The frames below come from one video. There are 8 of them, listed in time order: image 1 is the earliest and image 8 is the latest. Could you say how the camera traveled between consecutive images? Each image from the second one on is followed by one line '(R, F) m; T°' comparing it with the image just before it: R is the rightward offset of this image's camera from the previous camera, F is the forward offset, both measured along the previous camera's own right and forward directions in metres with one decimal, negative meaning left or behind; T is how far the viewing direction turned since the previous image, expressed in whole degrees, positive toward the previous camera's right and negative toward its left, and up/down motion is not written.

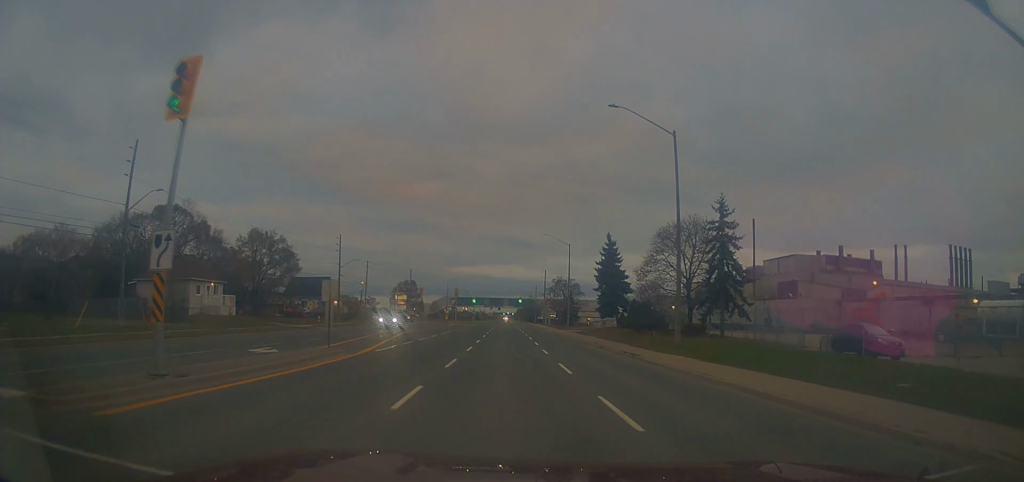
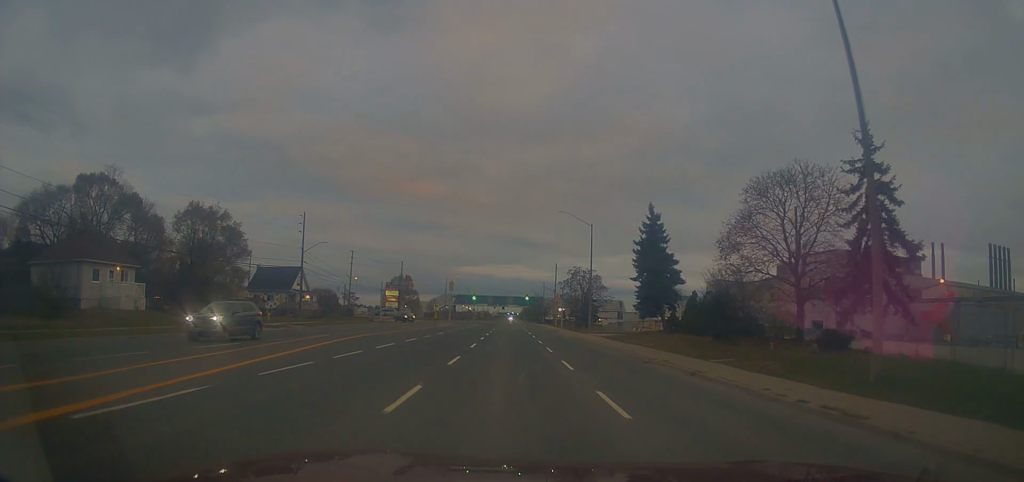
(0.0, +17.2) m; 0°
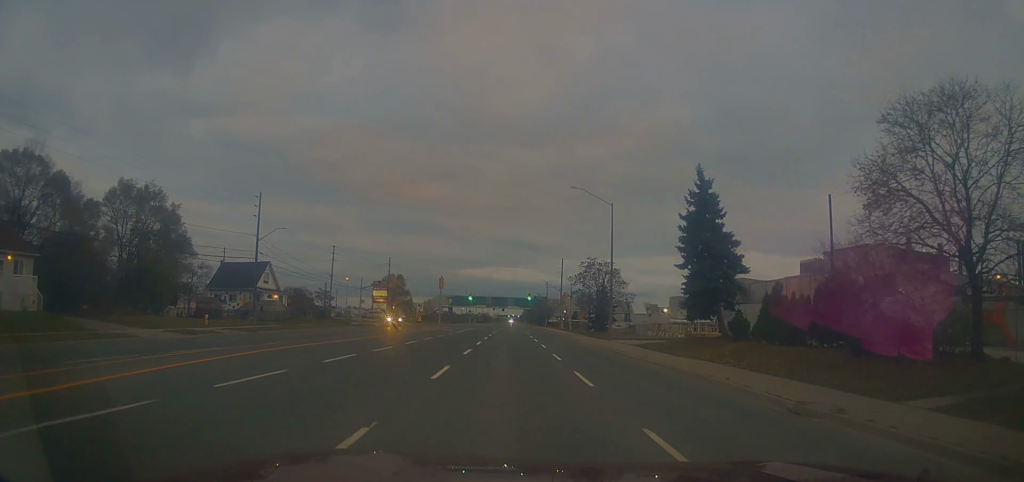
(0.0, +12.6) m; -1°
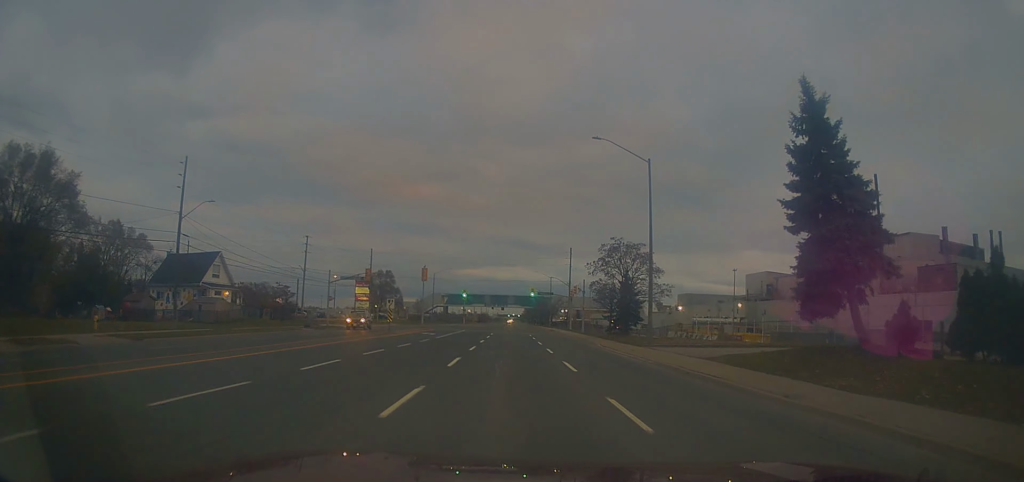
(-0.1, +14.2) m; 0°
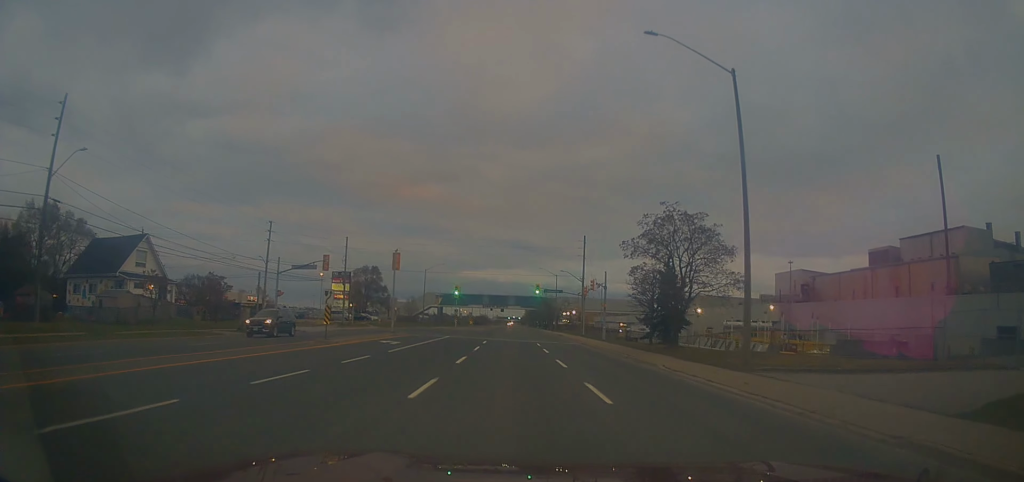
(-0.1, +15.0) m; 0°
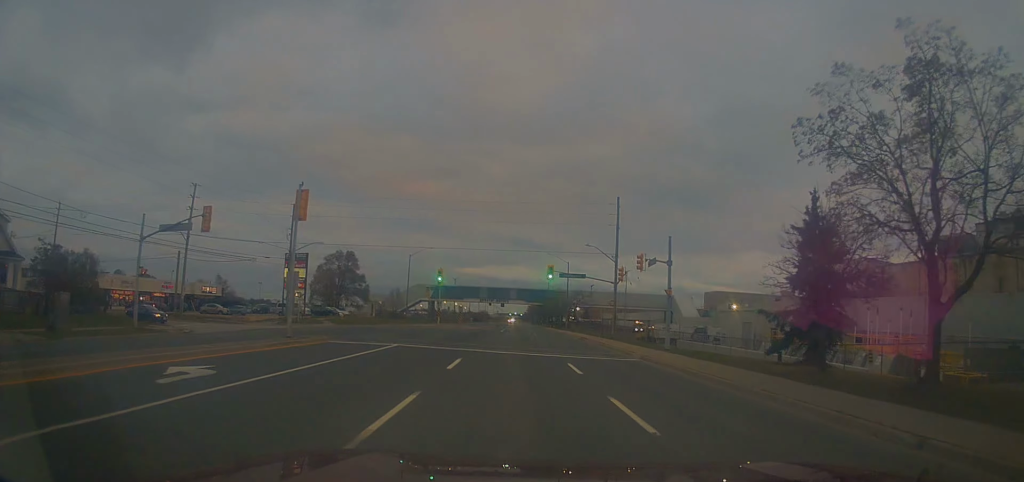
(+0.1, +21.0) m; 0°
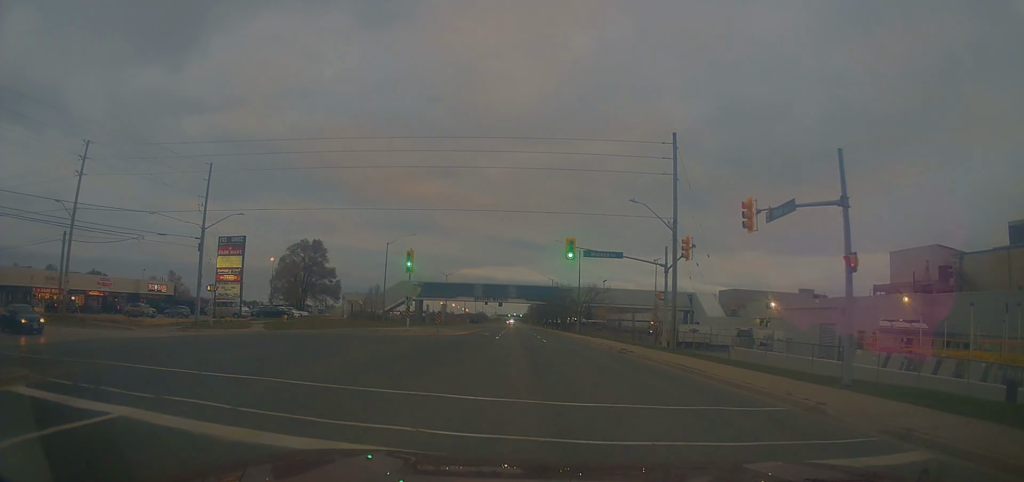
(+0.2, +18.0) m; +1°
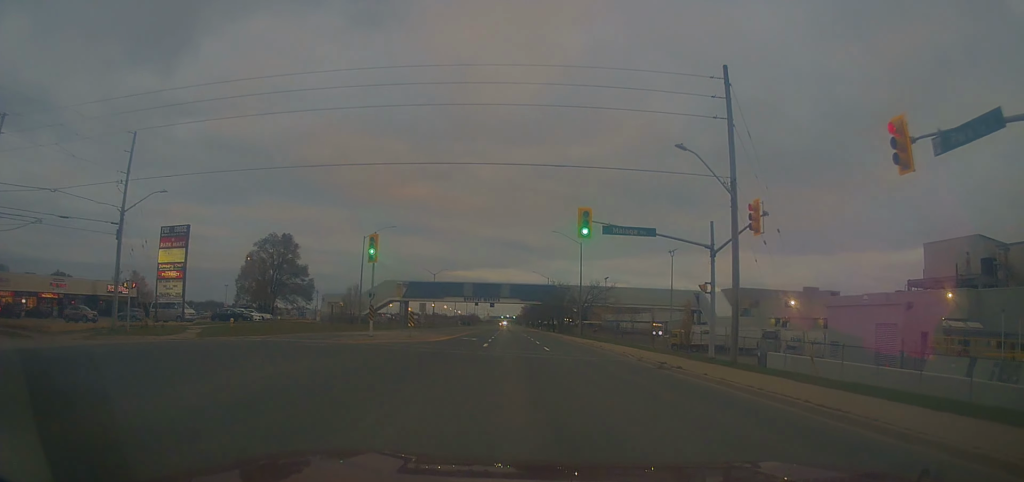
(0.0, +9.6) m; 0°
